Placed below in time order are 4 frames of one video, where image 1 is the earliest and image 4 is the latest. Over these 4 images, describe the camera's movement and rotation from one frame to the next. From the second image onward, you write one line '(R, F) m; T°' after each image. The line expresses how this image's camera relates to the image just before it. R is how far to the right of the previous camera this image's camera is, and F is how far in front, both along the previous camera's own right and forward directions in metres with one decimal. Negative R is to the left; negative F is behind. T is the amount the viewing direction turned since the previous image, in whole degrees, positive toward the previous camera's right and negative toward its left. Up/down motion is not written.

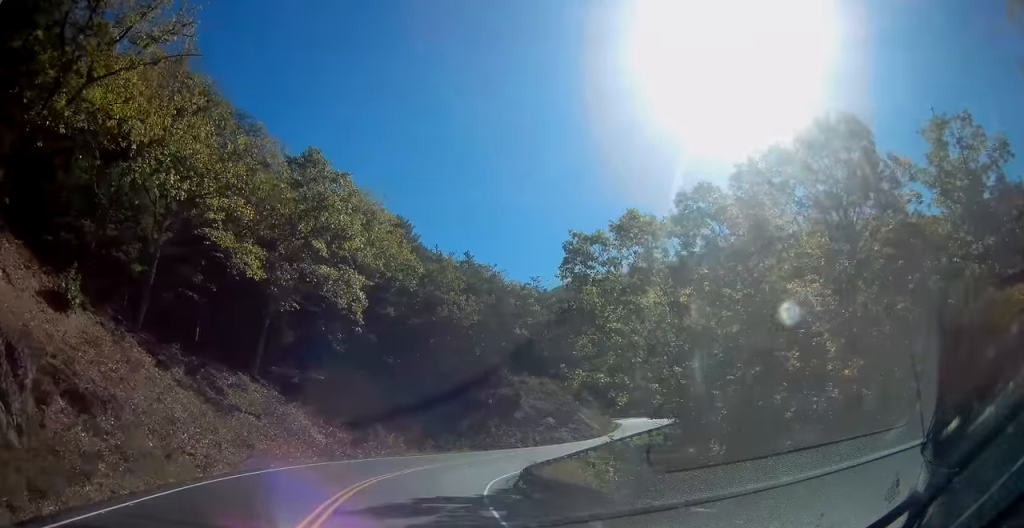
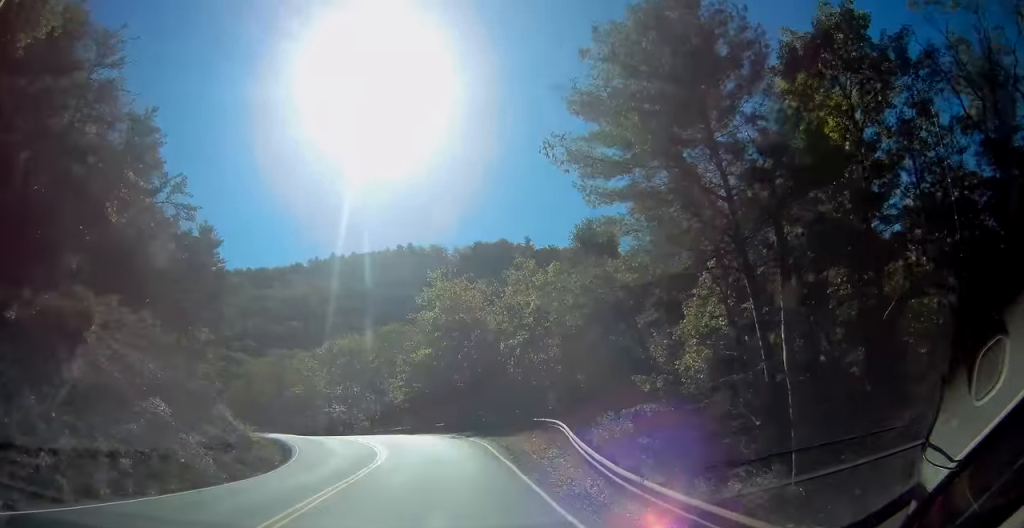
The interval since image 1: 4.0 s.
(+16.6, +41.4) m; +36°
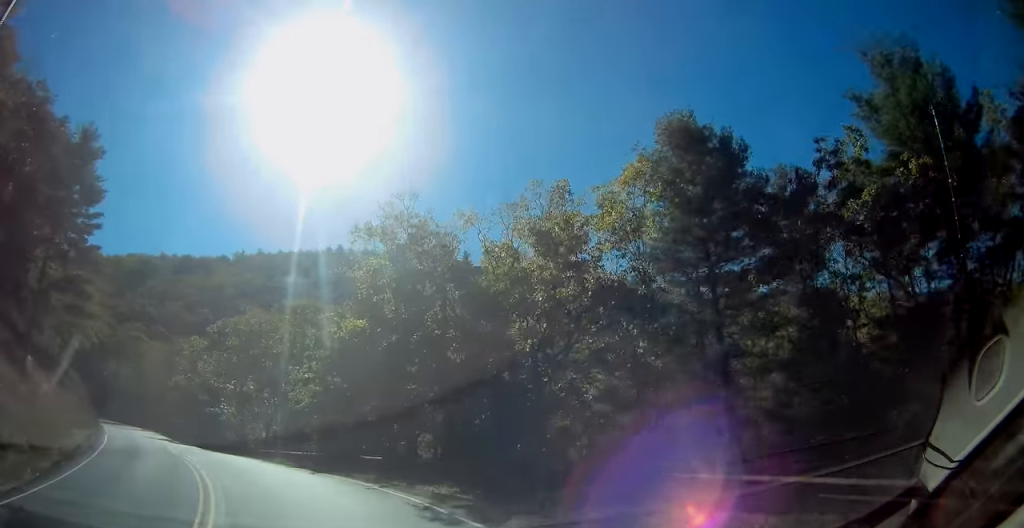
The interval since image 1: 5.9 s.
(+3.3, +22.0) m; +14°
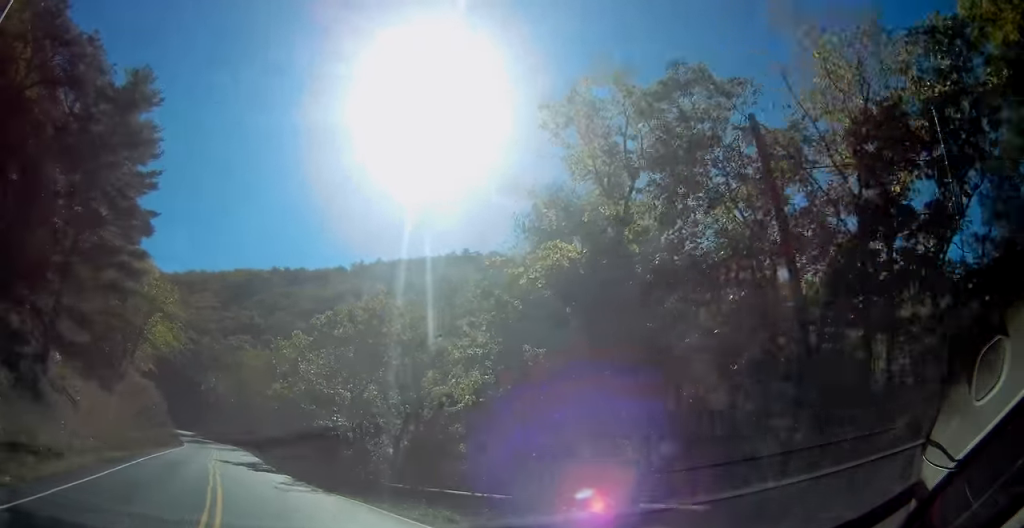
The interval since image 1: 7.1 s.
(-0.4, +13.6) m; -9°
